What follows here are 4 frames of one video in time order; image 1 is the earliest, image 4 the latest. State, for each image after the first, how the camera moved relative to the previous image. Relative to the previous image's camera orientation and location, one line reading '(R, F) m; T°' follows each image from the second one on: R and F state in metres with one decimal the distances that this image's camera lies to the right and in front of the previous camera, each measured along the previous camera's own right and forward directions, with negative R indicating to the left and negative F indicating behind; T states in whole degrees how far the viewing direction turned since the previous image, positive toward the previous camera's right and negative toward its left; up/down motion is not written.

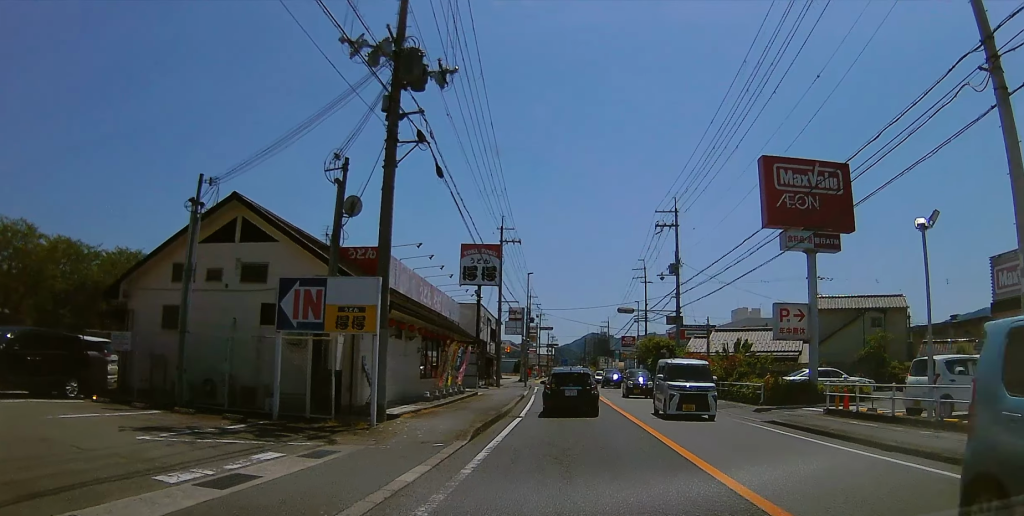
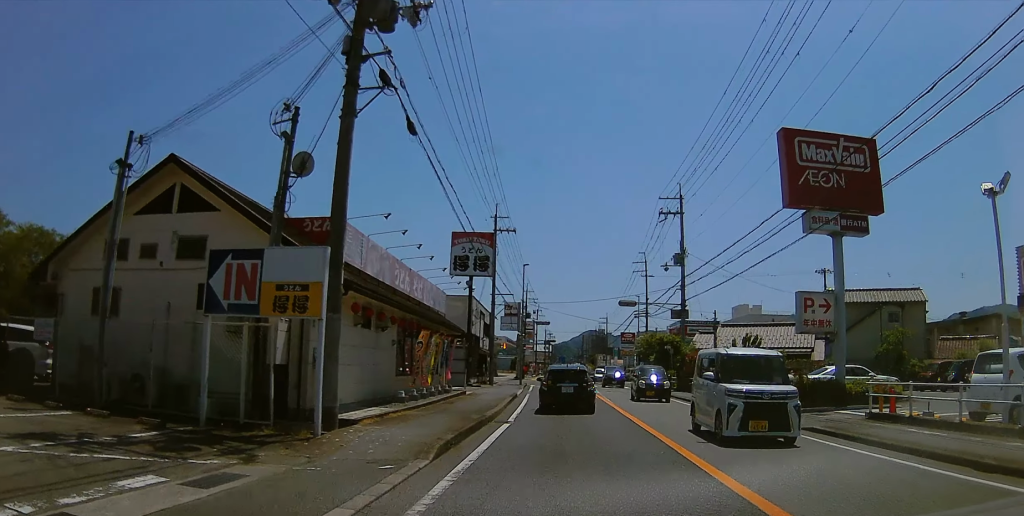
(0.0, +2.9) m; -1°
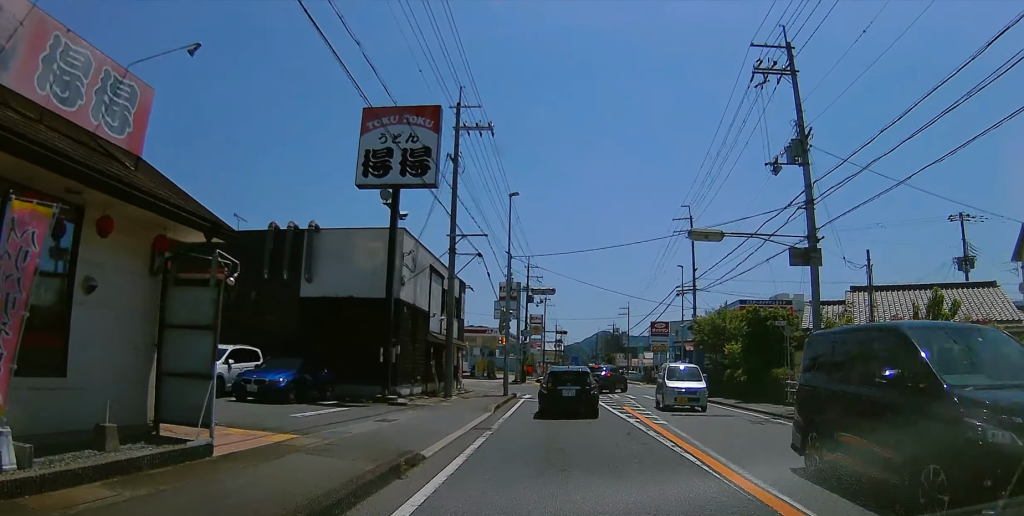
(-1.1, +21.5) m; +1°
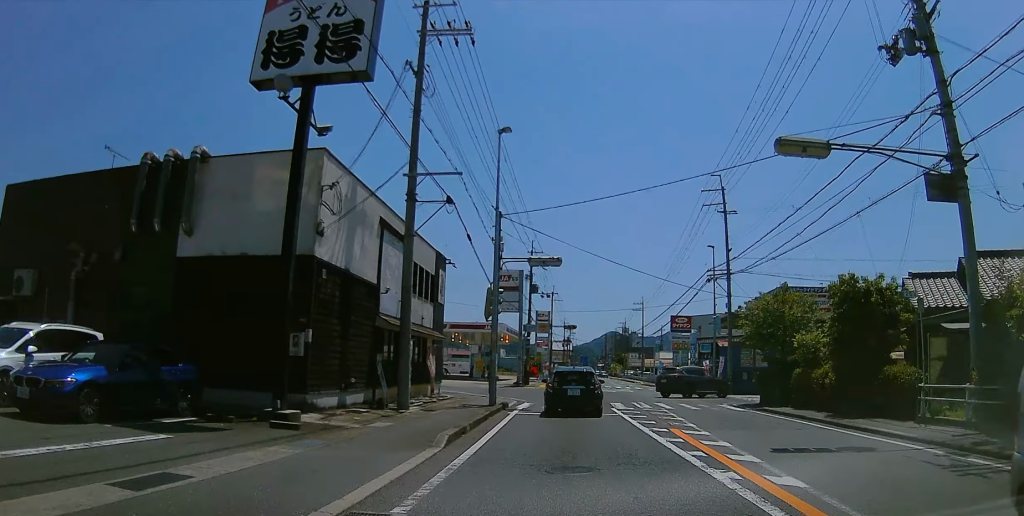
(+1.1, +8.5) m; +7°
